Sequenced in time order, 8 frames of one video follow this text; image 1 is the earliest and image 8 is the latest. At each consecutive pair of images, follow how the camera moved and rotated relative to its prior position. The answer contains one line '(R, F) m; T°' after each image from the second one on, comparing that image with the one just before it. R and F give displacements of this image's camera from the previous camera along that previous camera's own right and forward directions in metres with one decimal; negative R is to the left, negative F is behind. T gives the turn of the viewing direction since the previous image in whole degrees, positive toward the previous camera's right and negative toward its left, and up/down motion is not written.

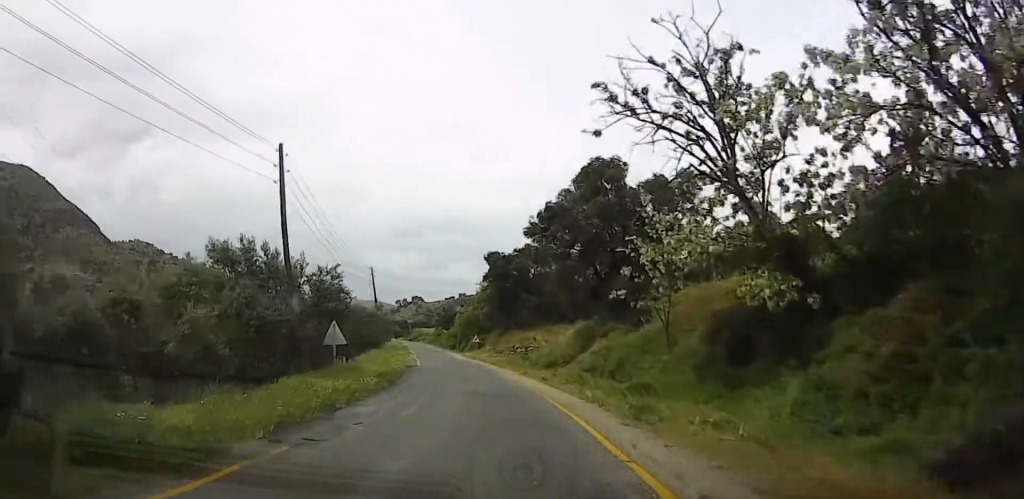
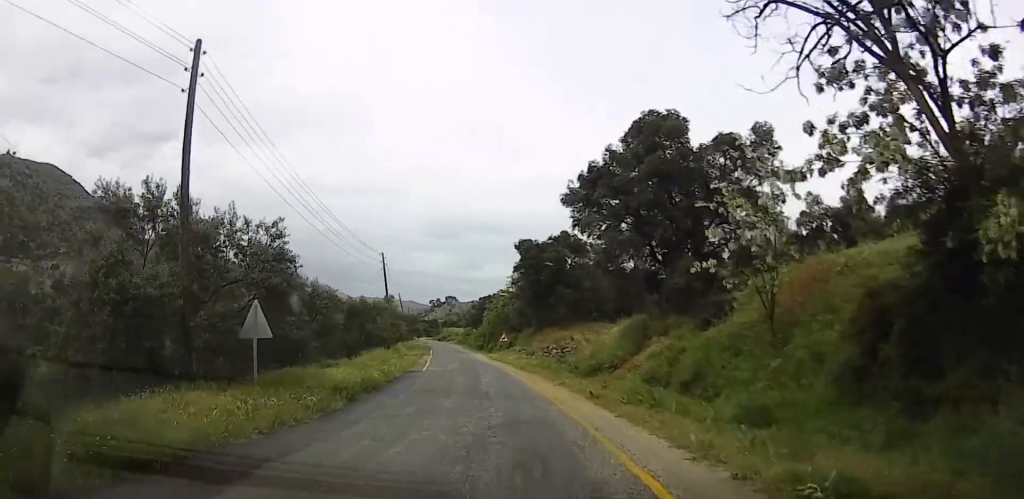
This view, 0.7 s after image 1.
(0.0, +6.8) m; 0°
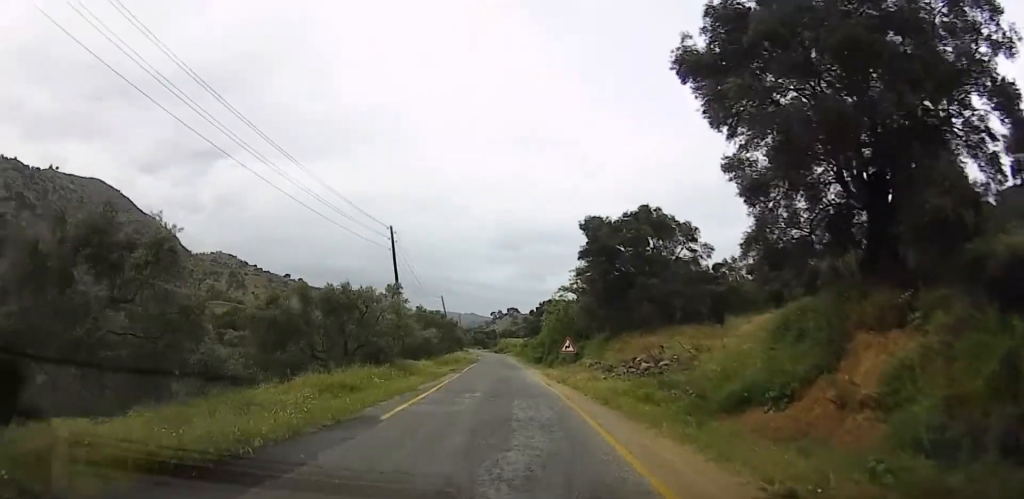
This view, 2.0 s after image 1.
(0.0, +12.8) m; 0°
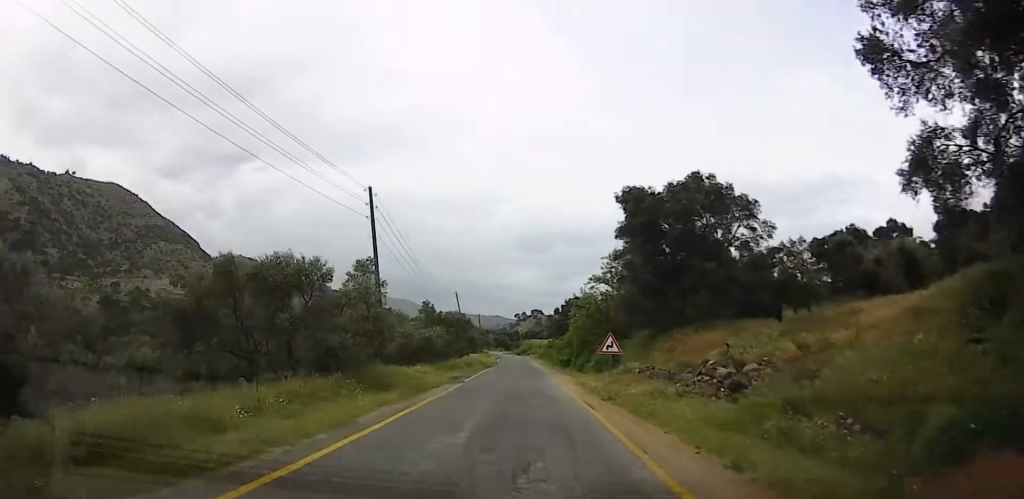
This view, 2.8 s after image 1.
(0.0, +7.8) m; 0°
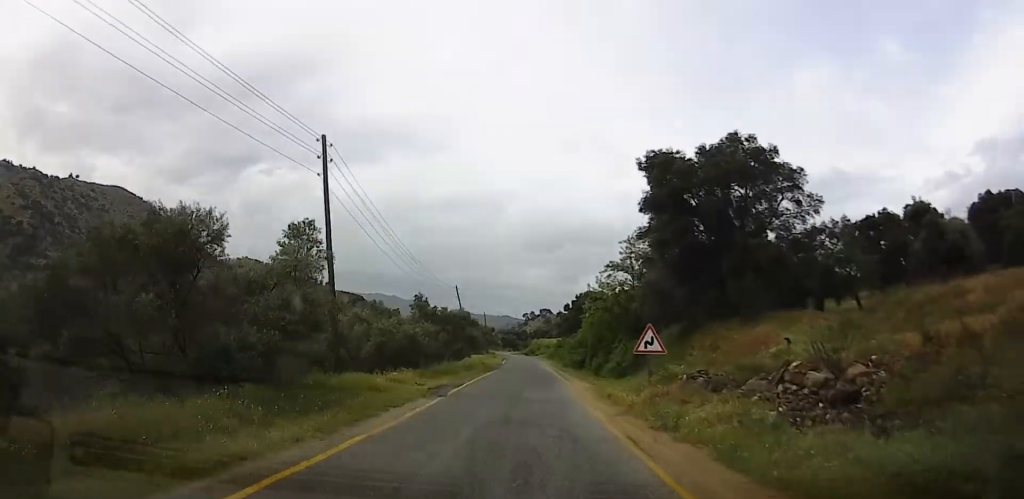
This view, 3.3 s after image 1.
(0.0, +5.7) m; -1°
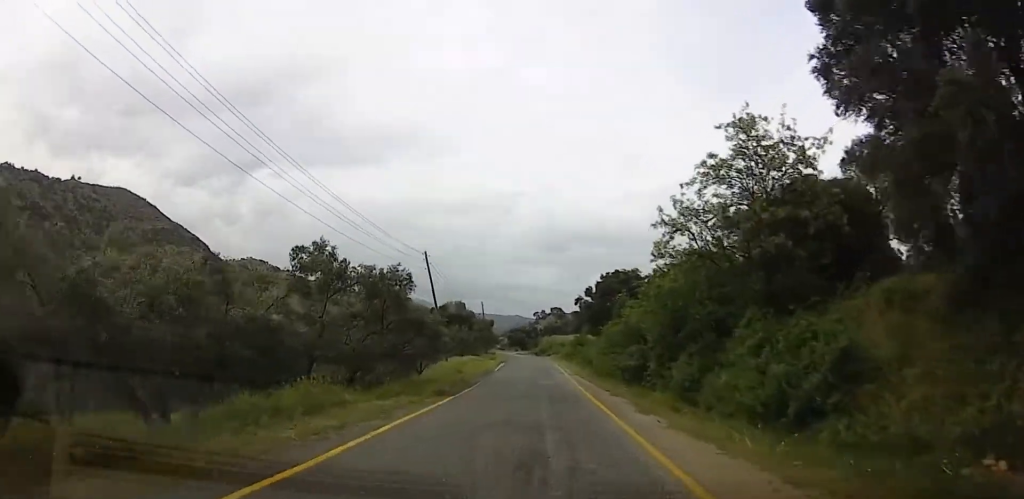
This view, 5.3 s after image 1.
(-1.0, +20.0) m; -6°
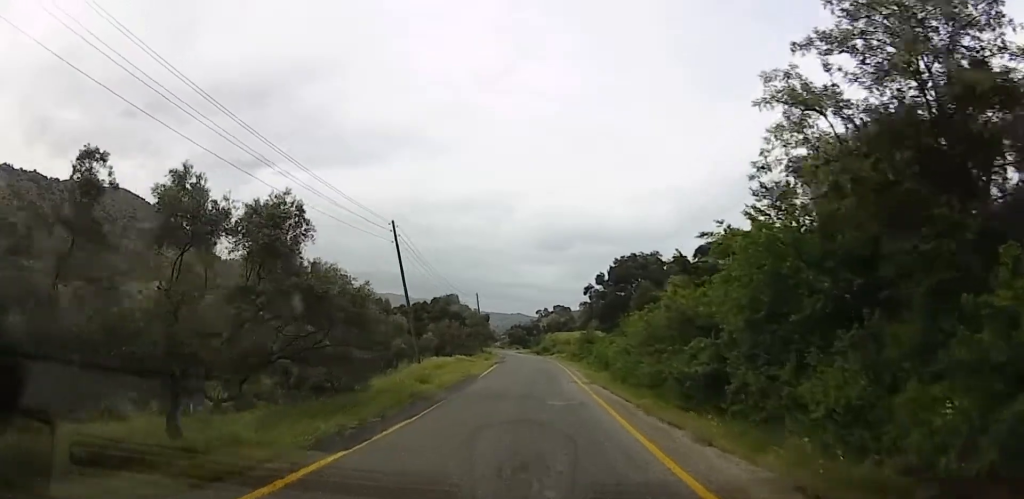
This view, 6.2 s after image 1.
(-0.2, +10.2) m; -1°
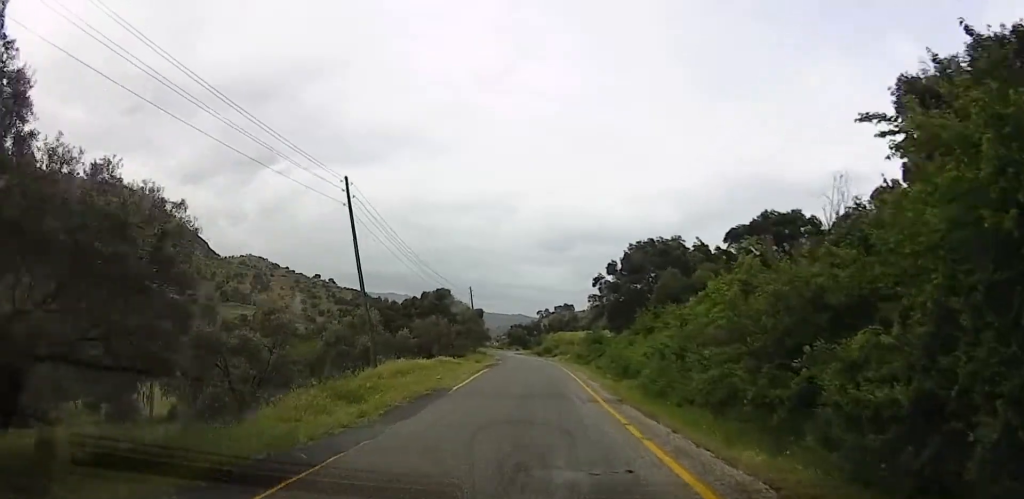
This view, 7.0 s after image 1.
(+0.1, +9.0) m; +1°
